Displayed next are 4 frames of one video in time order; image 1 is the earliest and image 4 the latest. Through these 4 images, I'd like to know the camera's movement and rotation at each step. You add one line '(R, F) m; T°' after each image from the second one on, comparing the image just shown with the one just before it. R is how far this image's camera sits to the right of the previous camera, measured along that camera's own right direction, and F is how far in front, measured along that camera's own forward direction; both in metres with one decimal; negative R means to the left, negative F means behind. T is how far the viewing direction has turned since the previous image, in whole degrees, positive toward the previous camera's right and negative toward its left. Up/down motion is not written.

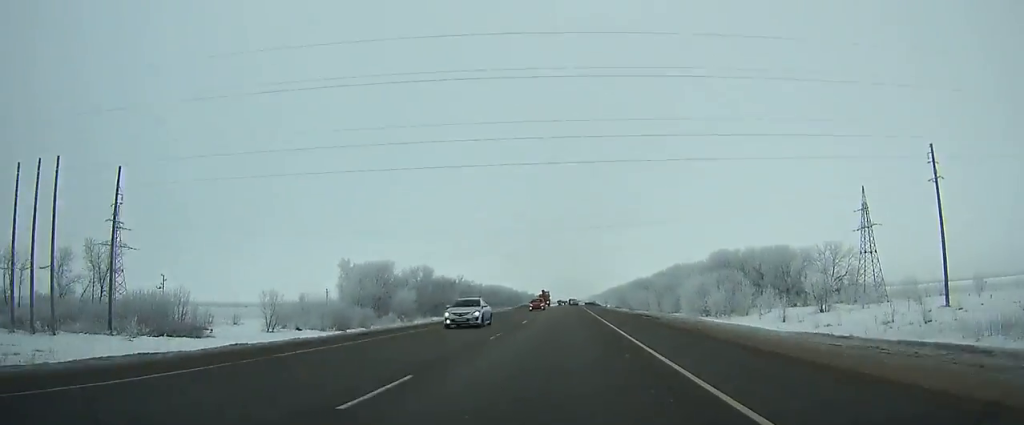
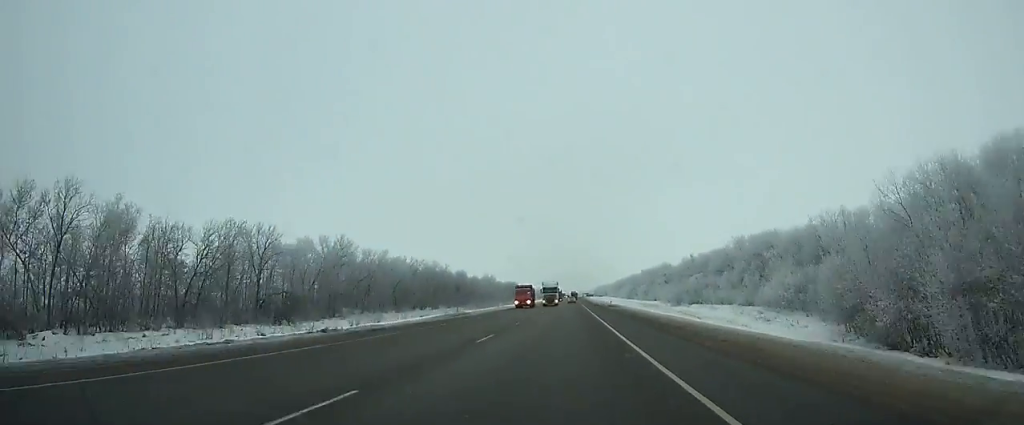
(-0.6, +228.7) m; 0°
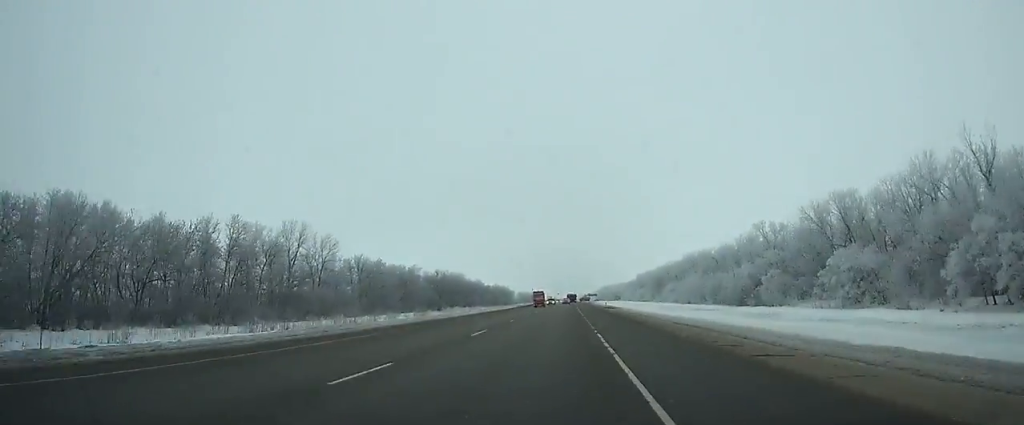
(+0.5, +201.8) m; 0°
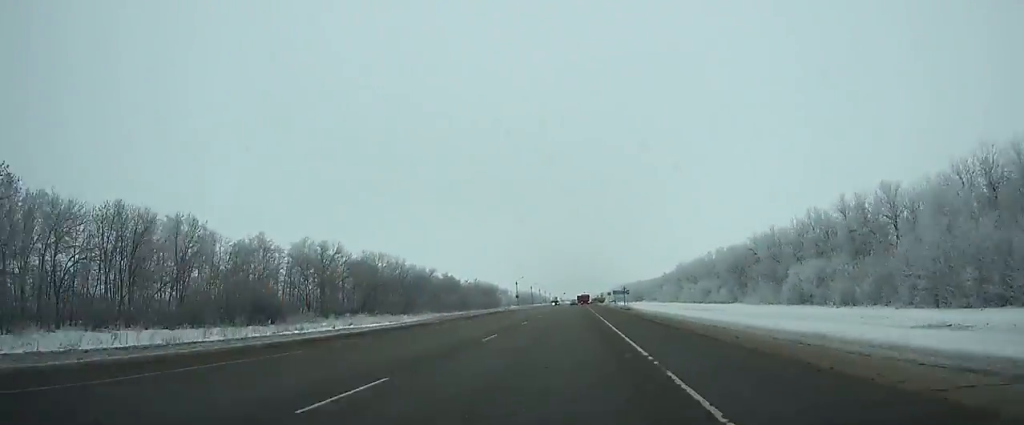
(-0.2, +97.9) m; 0°
